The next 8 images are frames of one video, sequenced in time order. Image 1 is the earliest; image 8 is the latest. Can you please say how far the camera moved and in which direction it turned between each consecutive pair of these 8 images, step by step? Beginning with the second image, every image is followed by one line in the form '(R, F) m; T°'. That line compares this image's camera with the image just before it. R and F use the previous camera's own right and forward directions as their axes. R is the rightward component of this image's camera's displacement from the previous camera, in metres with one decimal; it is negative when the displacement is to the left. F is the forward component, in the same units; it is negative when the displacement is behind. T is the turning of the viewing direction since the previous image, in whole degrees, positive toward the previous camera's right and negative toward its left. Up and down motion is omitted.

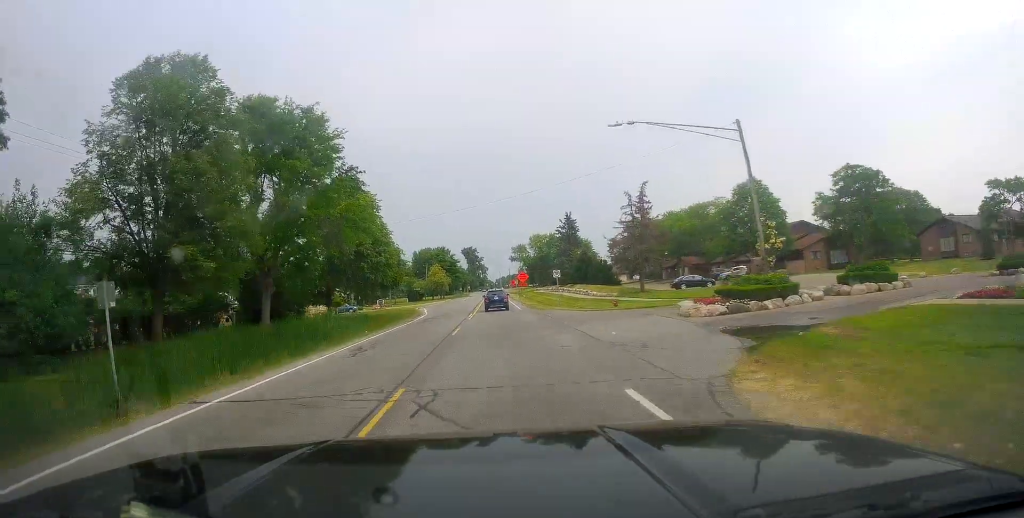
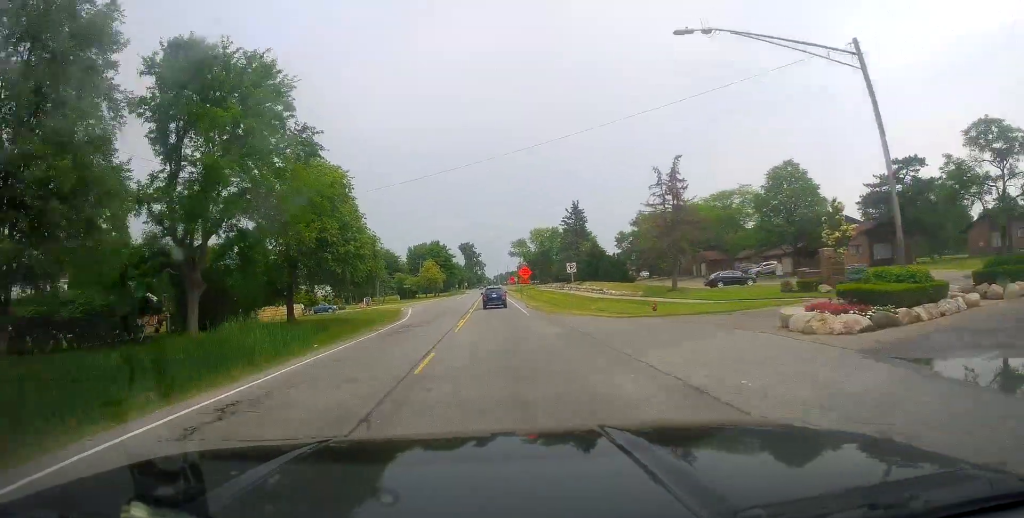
(+0.1, +10.3) m; 0°
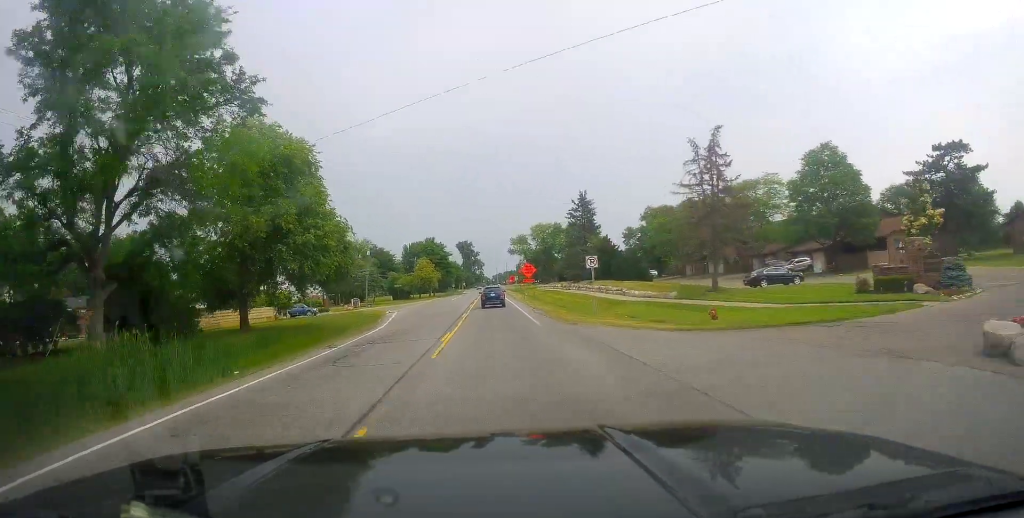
(+0.2, +8.5) m; -1°
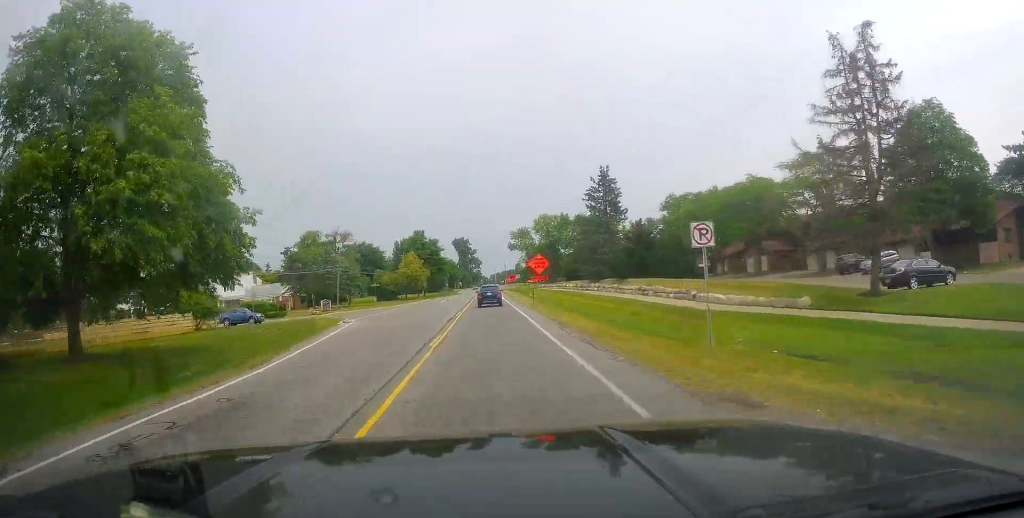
(-0.4, +16.3) m; -1°
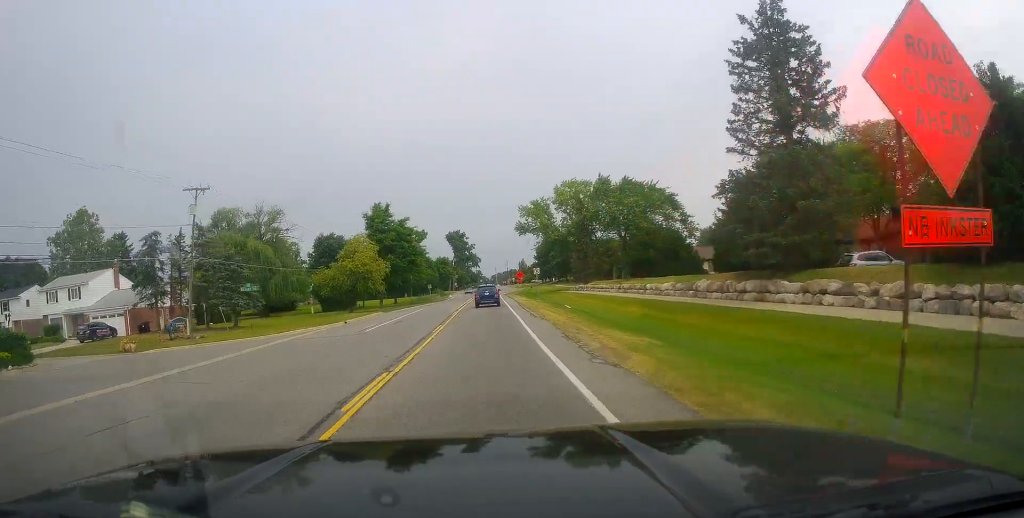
(+1.0, +40.6) m; +3°
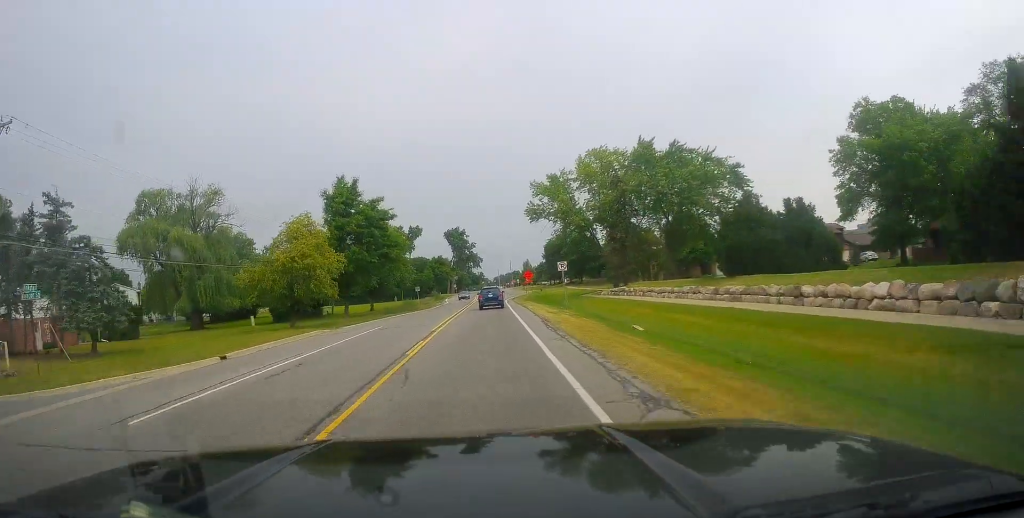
(+0.1, +19.5) m; -2°
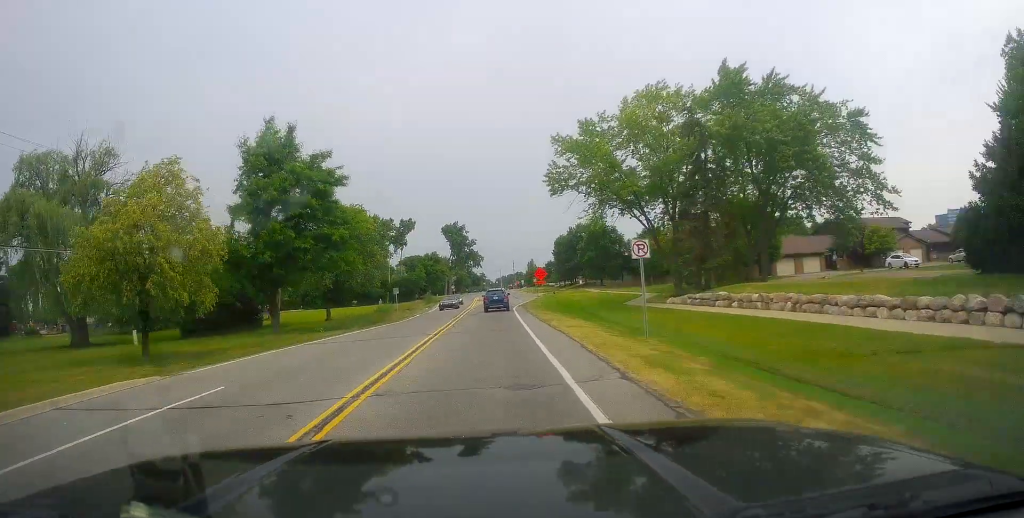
(-0.8, +19.8) m; 0°
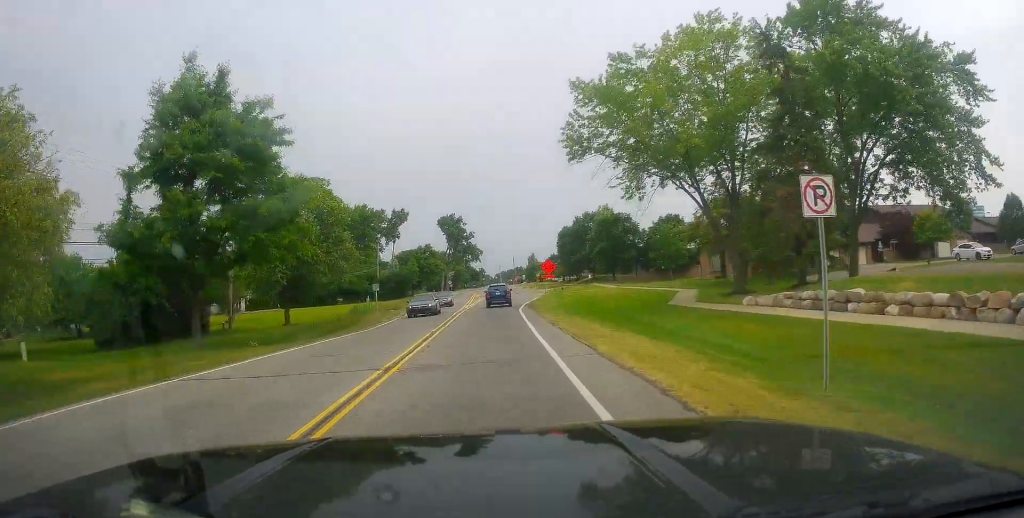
(+0.4, +10.8) m; 0°
